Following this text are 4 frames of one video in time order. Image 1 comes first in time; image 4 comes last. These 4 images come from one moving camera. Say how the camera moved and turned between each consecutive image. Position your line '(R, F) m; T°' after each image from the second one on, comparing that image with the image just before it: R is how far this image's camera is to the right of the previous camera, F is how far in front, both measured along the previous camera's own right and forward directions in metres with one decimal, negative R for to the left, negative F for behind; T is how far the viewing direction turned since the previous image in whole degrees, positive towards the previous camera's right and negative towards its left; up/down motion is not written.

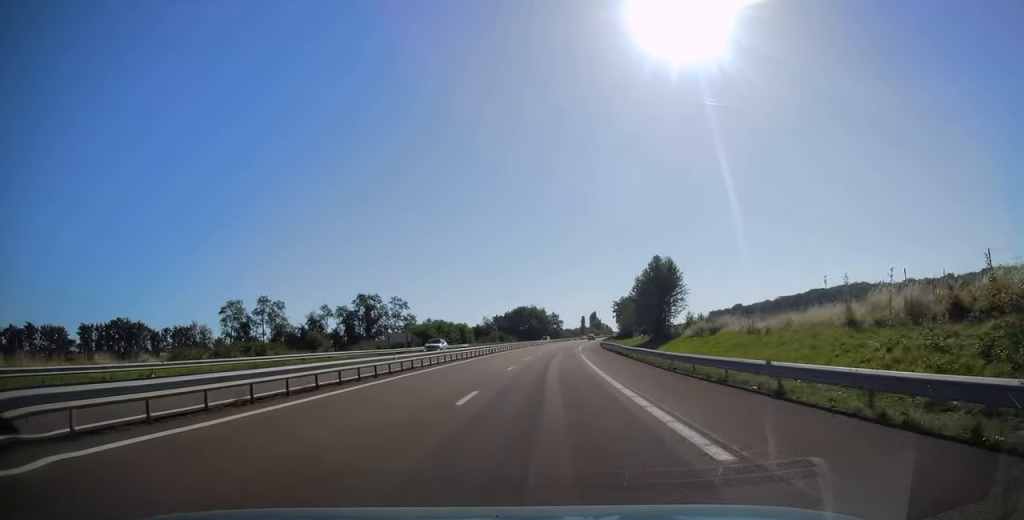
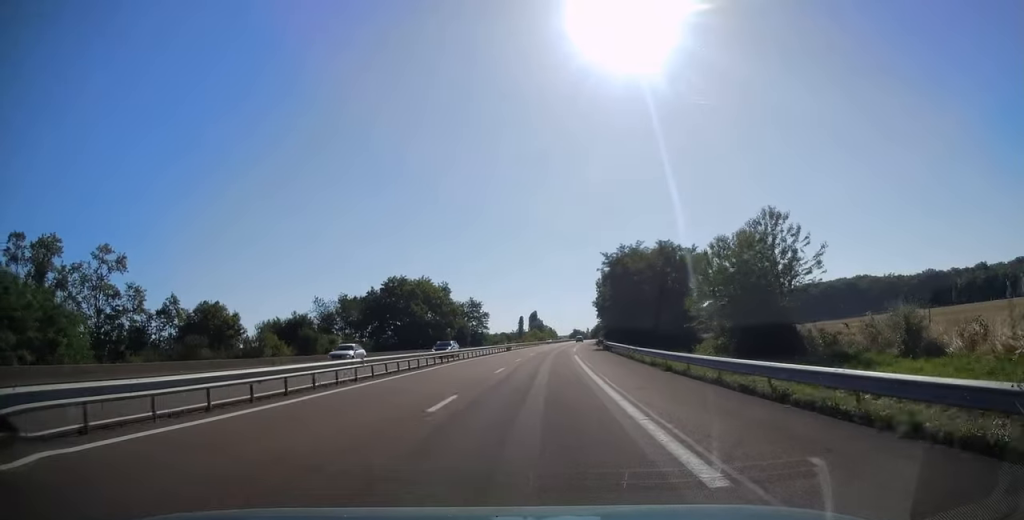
(+6.6, +104.8) m; +6°
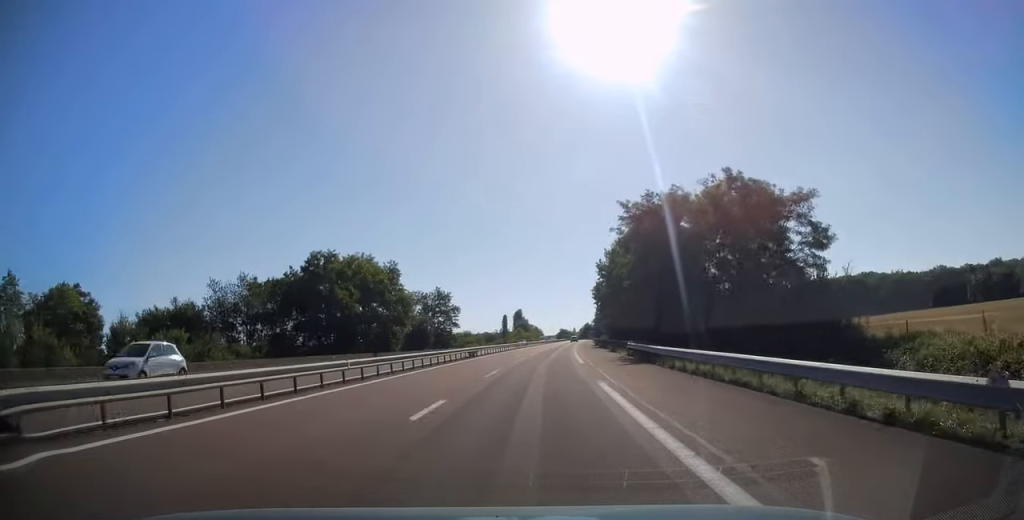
(+0.4, +27.4) m; +2°
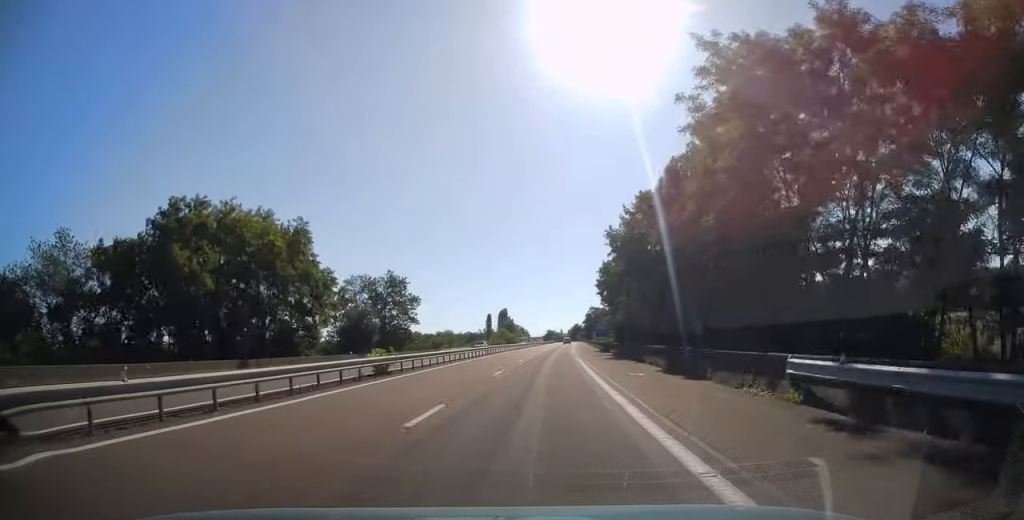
(+0.3, +26.3) m; +1°
